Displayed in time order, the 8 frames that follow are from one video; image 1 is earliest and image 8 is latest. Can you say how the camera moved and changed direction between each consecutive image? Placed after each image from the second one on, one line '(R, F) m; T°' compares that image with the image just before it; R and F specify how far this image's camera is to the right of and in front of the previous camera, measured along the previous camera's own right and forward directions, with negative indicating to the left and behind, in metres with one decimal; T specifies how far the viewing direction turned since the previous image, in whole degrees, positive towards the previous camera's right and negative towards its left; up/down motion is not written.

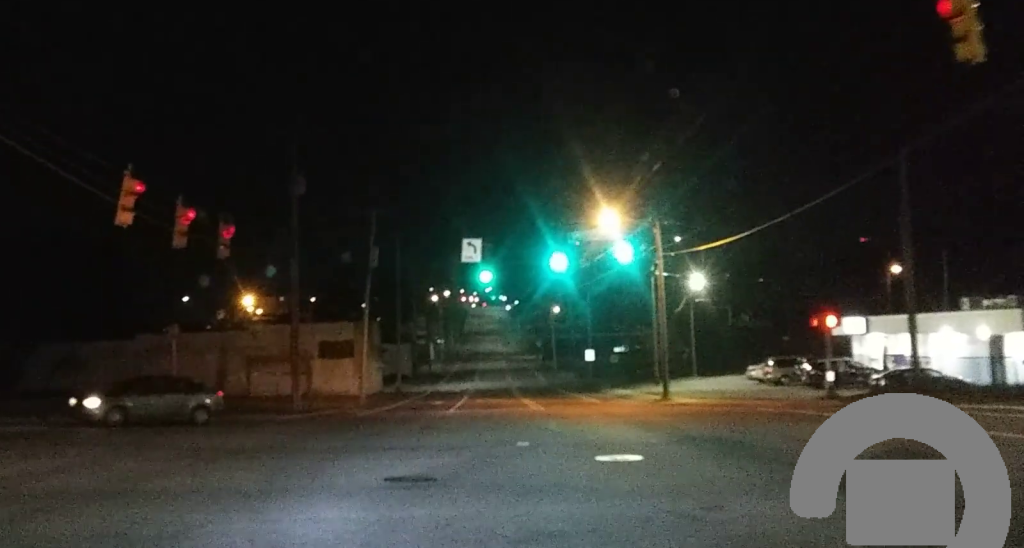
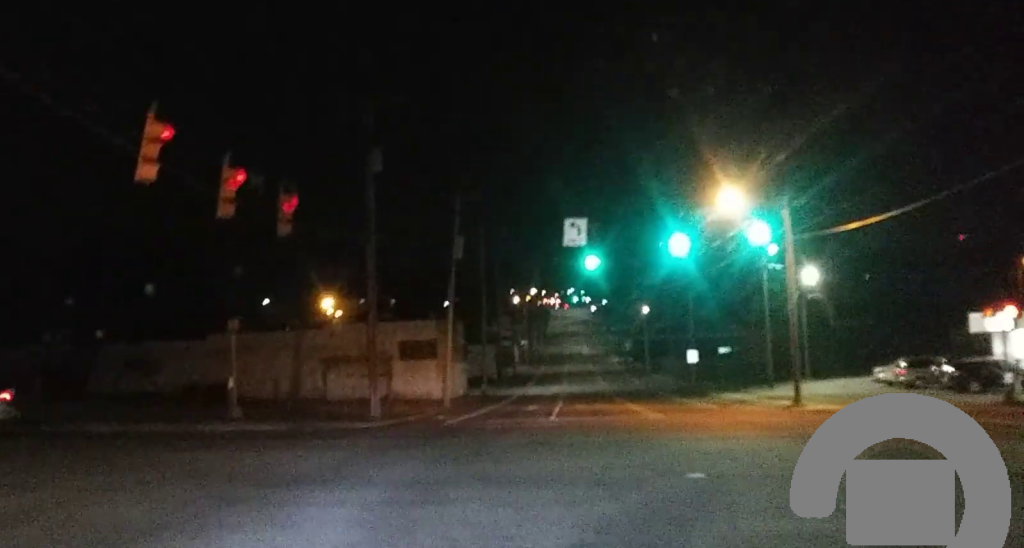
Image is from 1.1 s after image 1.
(-0.1, +5.5) m; -2°
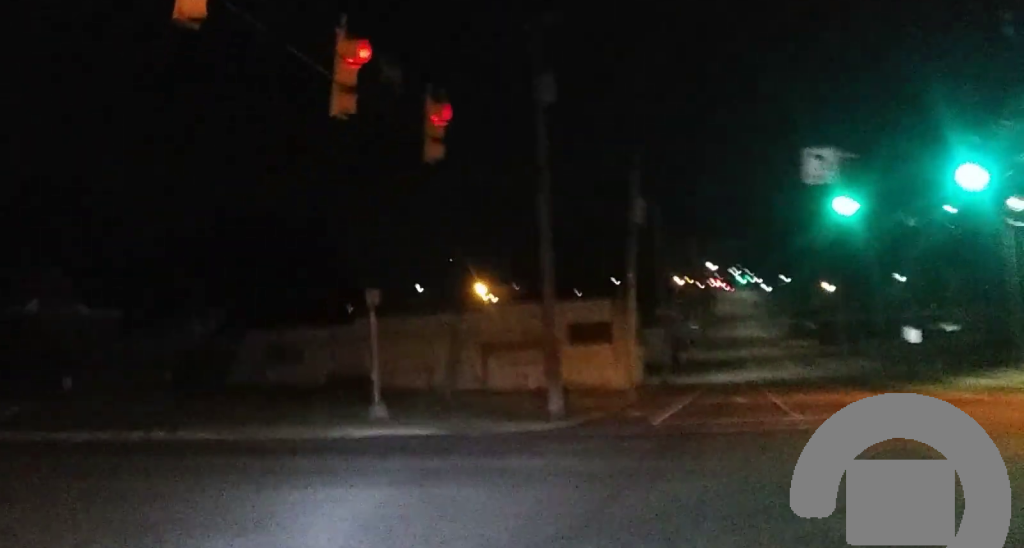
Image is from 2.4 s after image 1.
(-0.2, +7.7) m; -16°
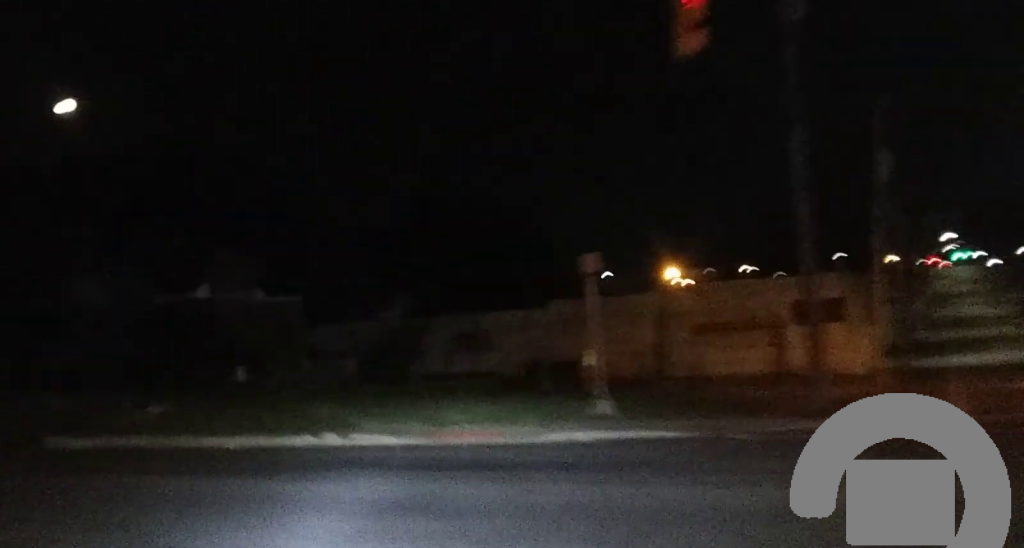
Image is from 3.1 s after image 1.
(-1.1, +5.1) m; -13°
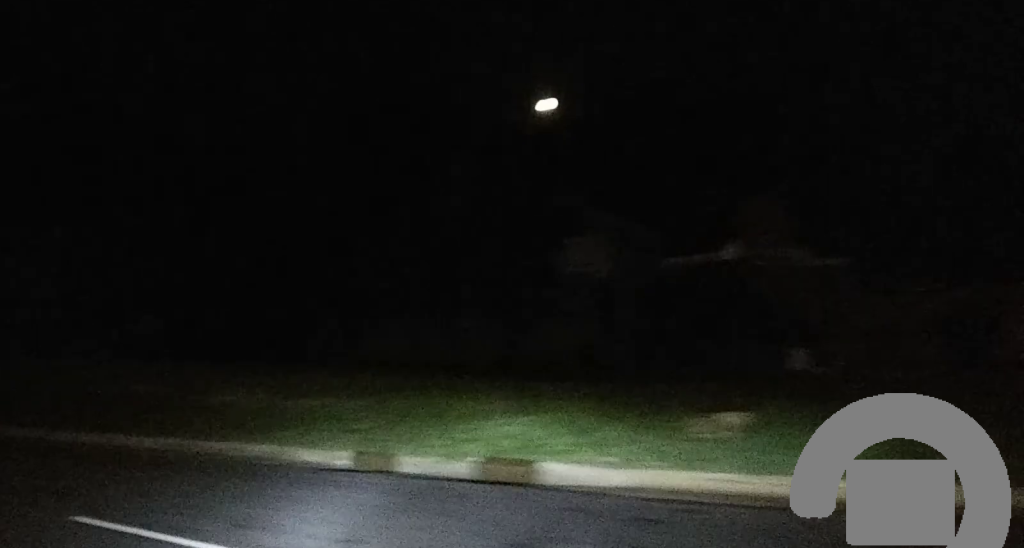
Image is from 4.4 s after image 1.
(-1.2, +9.1) m; -29°
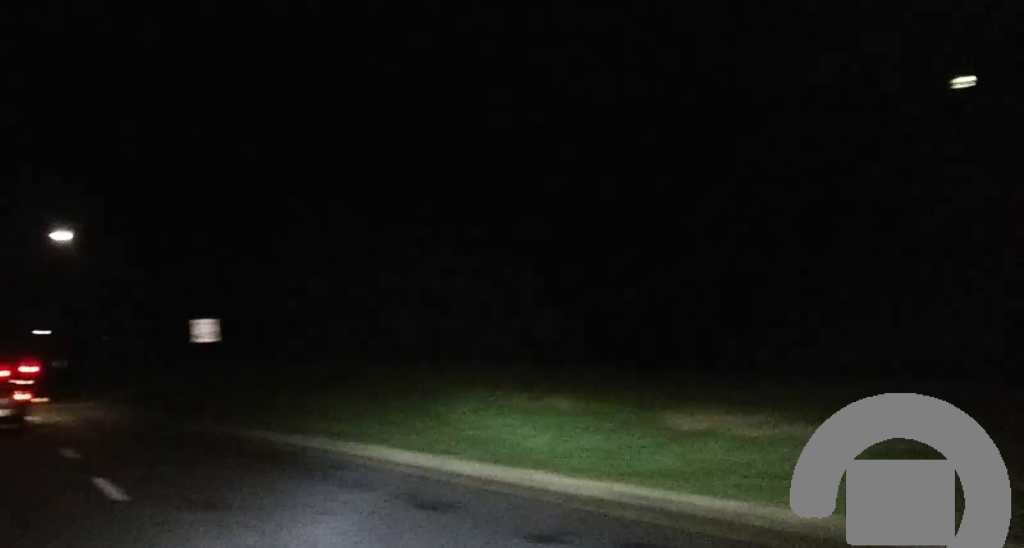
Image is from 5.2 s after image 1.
(-2.0, +6.0) m; -15°
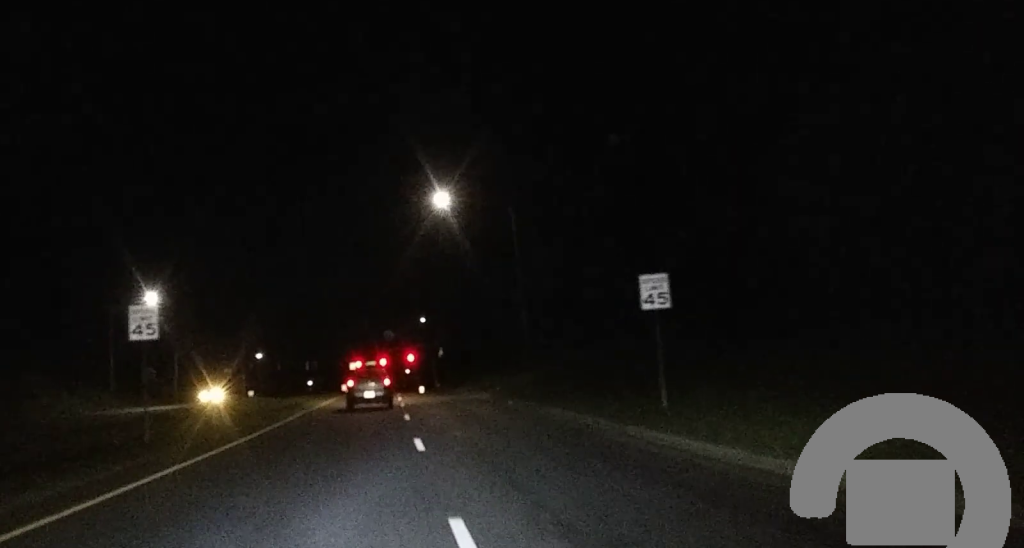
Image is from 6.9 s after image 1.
(-0.7, +14.6) m; -2°
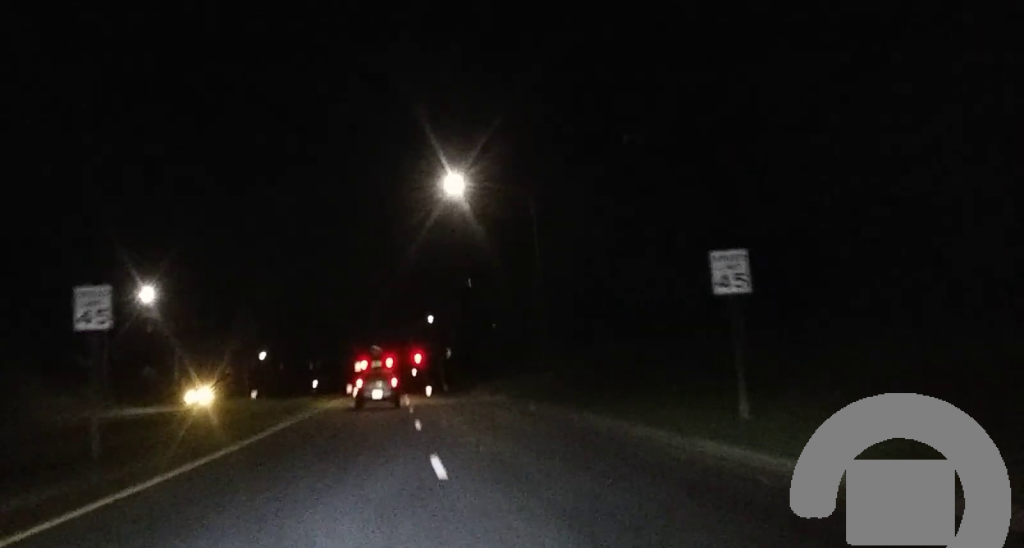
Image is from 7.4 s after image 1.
(+0.2, +4.5) m; 0°
